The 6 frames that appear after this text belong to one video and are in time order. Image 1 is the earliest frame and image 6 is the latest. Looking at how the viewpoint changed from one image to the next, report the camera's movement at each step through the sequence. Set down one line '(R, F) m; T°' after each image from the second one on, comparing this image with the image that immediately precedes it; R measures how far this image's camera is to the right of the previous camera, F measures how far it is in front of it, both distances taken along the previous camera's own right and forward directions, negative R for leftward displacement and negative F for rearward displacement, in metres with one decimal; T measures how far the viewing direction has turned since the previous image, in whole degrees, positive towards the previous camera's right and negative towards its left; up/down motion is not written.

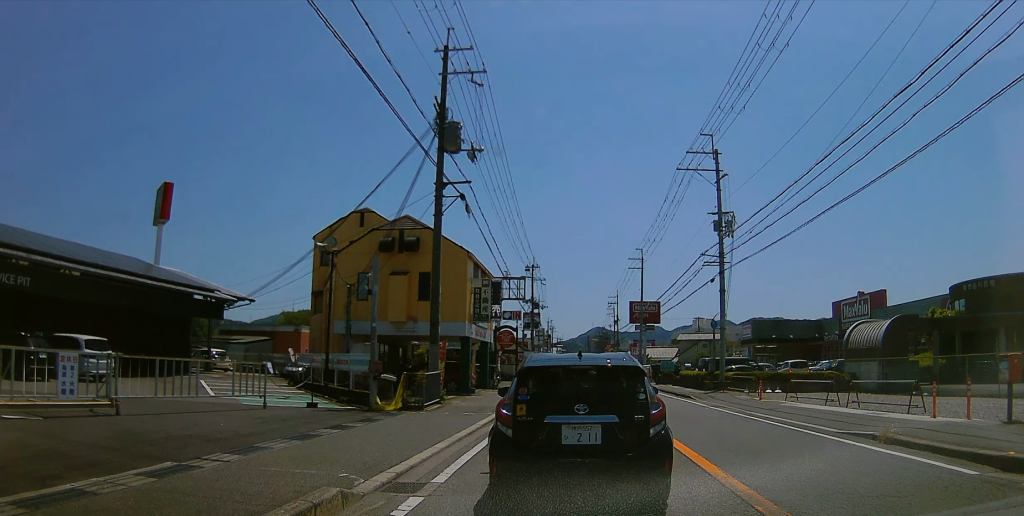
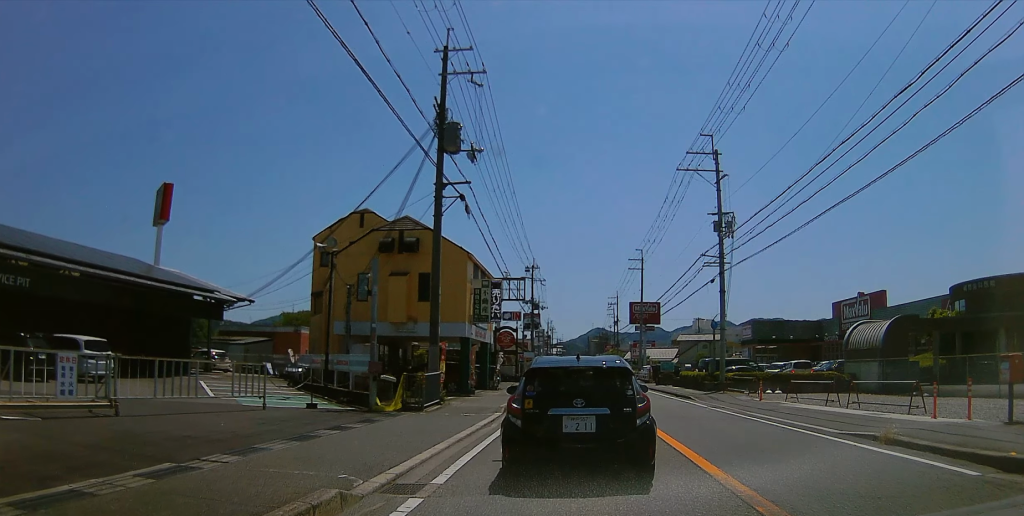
(0.0, 0.0) m; 0°
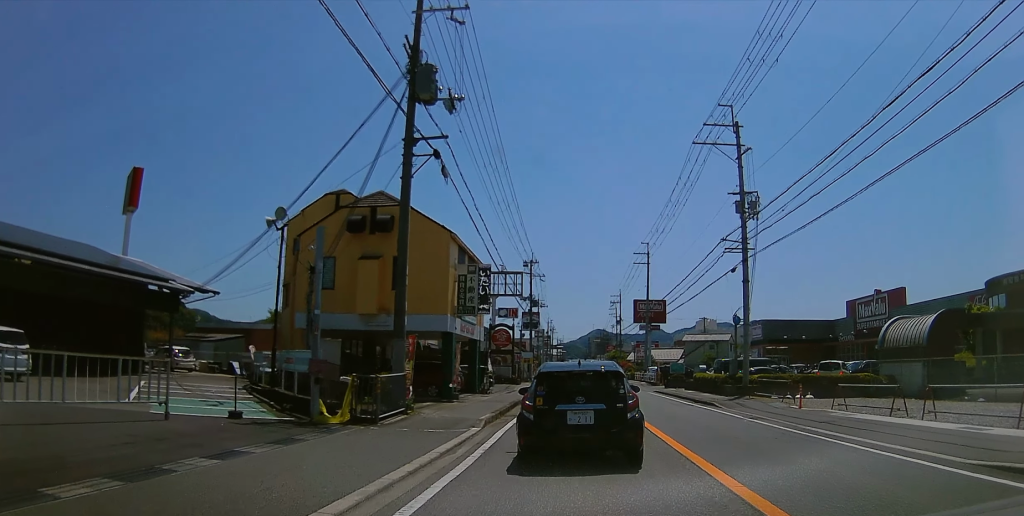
(0.0, +1.0) m; -3°
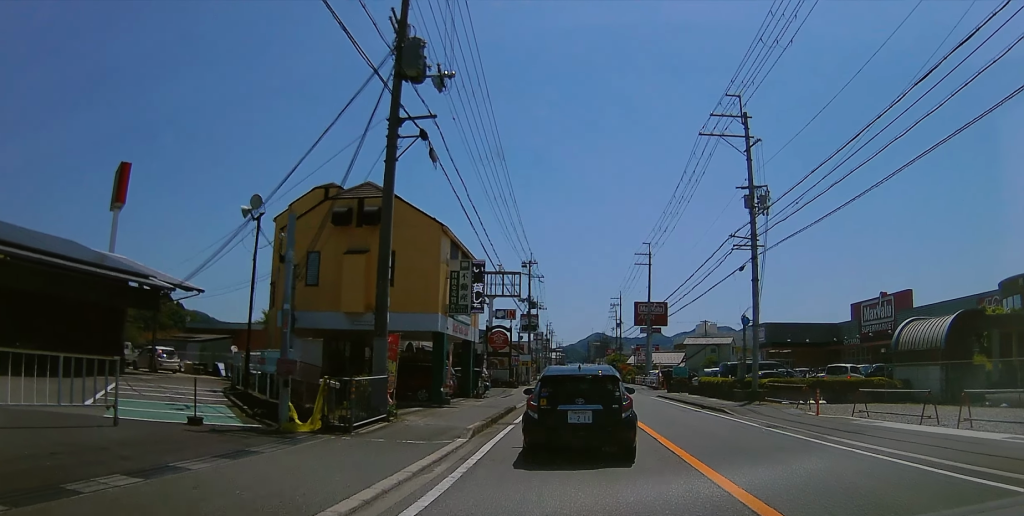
(0.0, +1.5) m; 0°
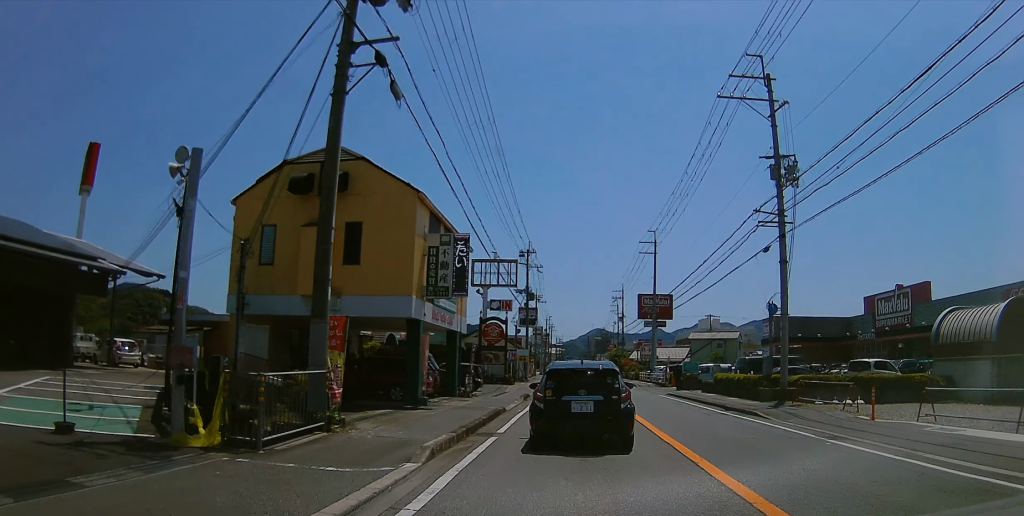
(0.0, +3.3) m; 0°
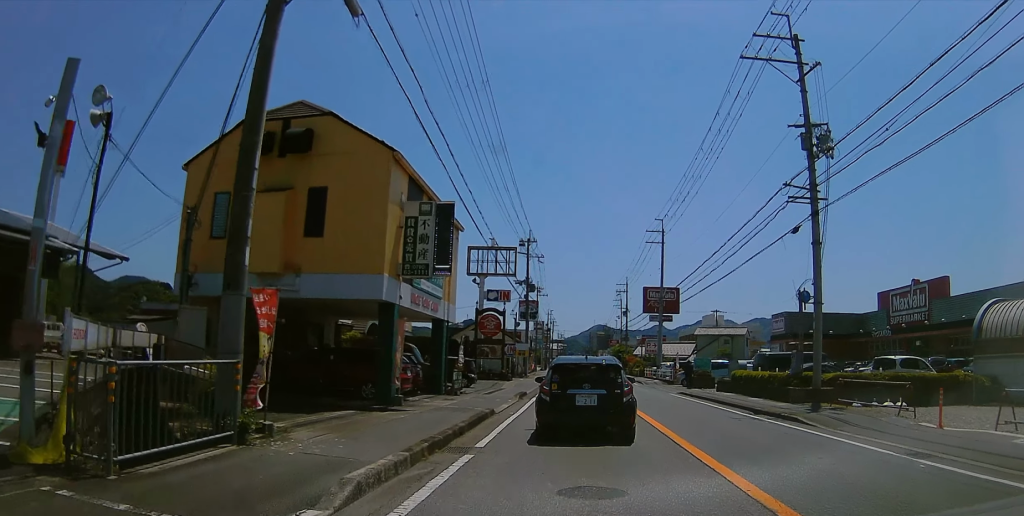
(0.0, +3.0) m; 0°
